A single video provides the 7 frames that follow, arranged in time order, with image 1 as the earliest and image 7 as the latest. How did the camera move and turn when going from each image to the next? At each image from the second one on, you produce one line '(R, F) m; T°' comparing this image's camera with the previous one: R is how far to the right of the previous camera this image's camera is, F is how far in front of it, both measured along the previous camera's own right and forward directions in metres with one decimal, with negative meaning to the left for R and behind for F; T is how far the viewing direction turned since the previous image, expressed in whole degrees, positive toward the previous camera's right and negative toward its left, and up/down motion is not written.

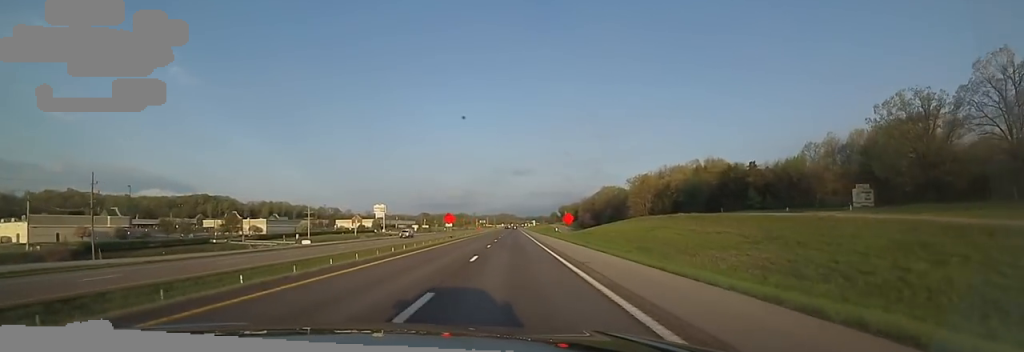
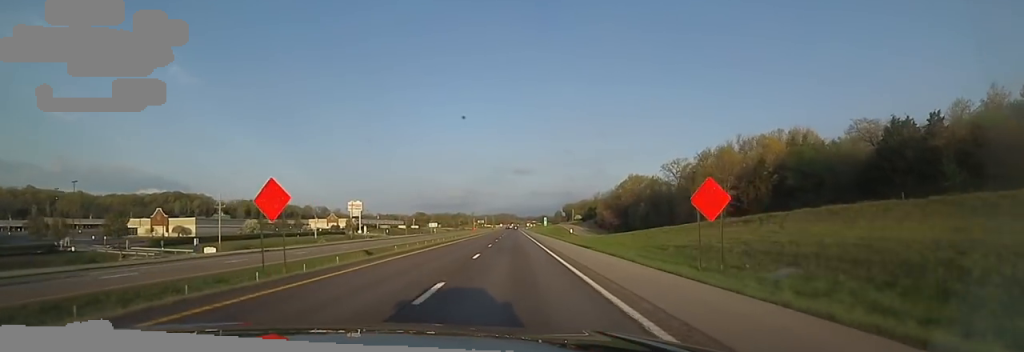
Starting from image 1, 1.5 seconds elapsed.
(-0.9, +46.9) m; 0°
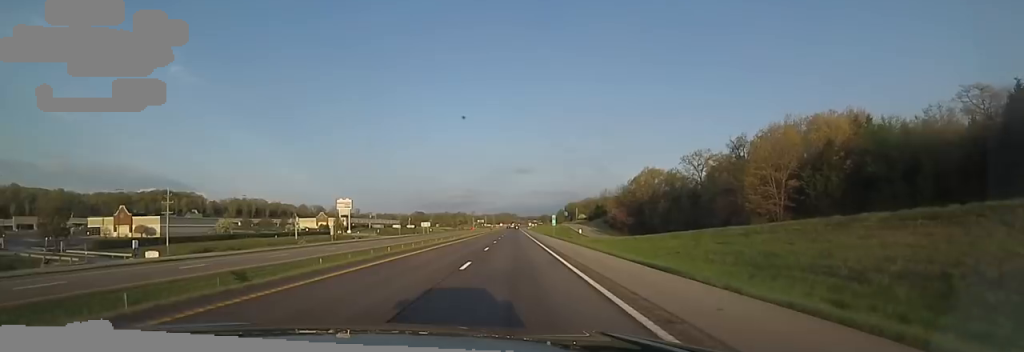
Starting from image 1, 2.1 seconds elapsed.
(+1.0, +17.5) m; 0°
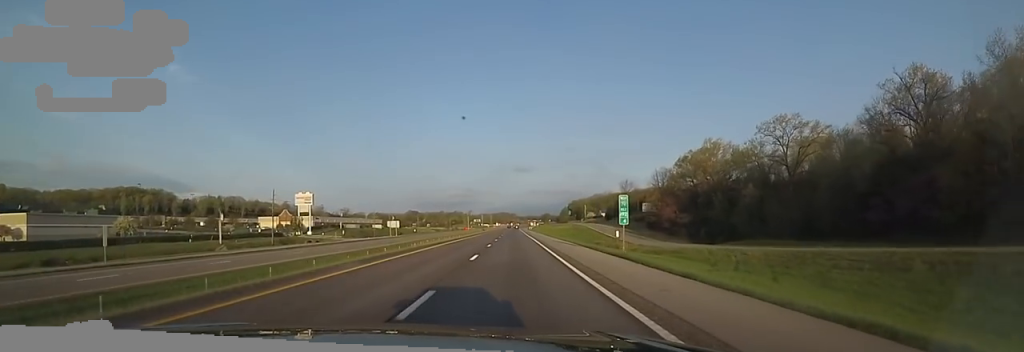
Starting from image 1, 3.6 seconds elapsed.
(-1.0, +44.8) m; -1°
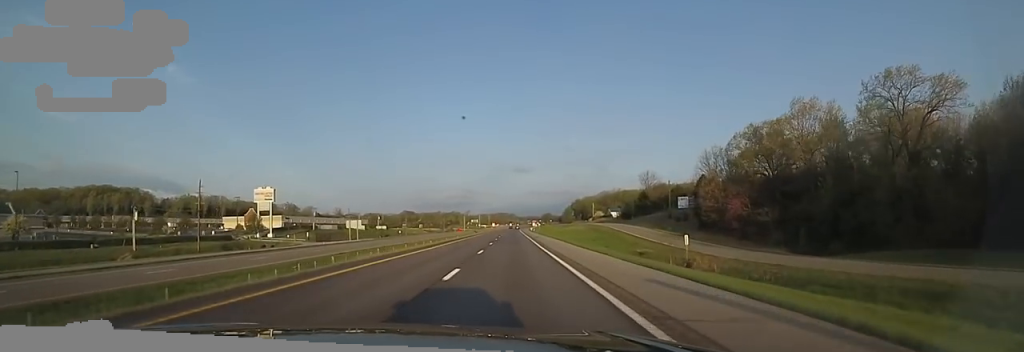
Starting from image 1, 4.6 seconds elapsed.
(+0.5, +31.2) m; +1°
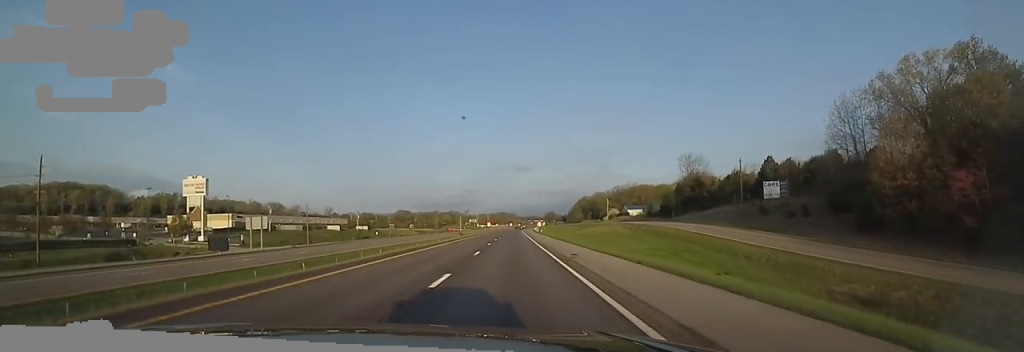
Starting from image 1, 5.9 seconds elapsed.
(0.0, +38.4) m; 0°
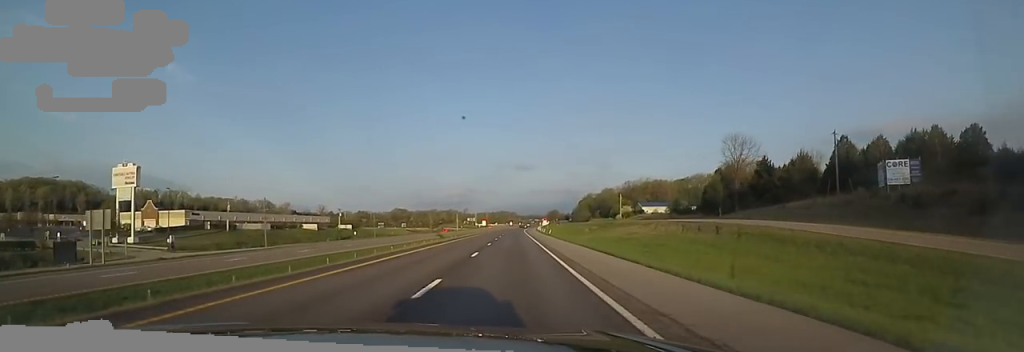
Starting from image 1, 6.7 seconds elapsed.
(0.0, +25.9) m; 0°
